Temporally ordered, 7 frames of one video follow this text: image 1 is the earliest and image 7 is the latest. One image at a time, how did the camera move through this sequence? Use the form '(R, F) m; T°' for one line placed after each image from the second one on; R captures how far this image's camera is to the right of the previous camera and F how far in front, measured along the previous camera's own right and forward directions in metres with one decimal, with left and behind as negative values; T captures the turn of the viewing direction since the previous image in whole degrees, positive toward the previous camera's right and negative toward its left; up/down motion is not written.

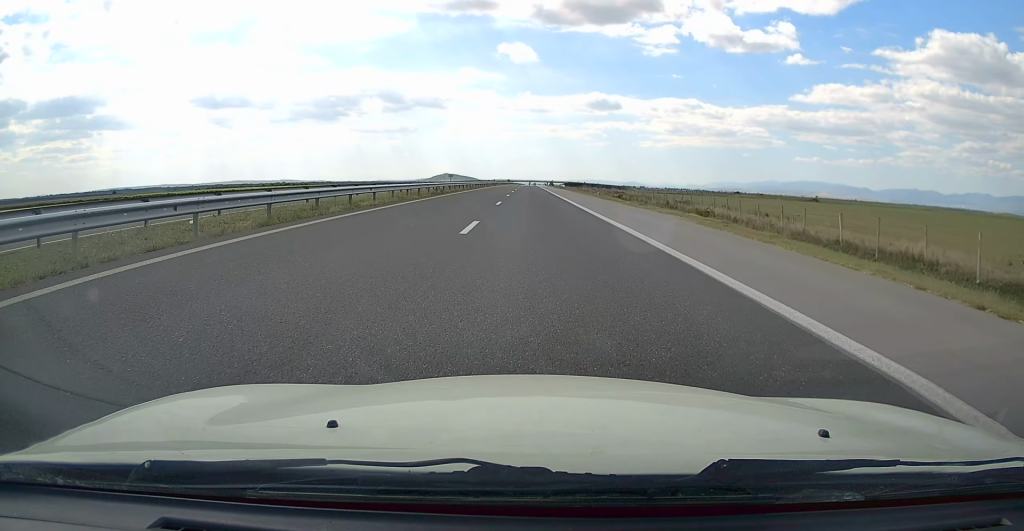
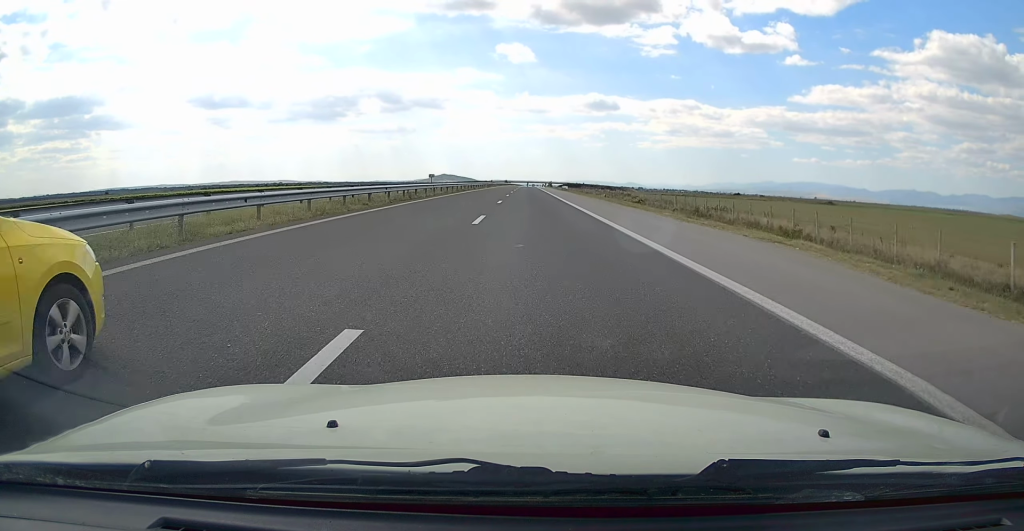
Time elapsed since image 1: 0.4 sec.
(0.0, +12.5) m; 0°
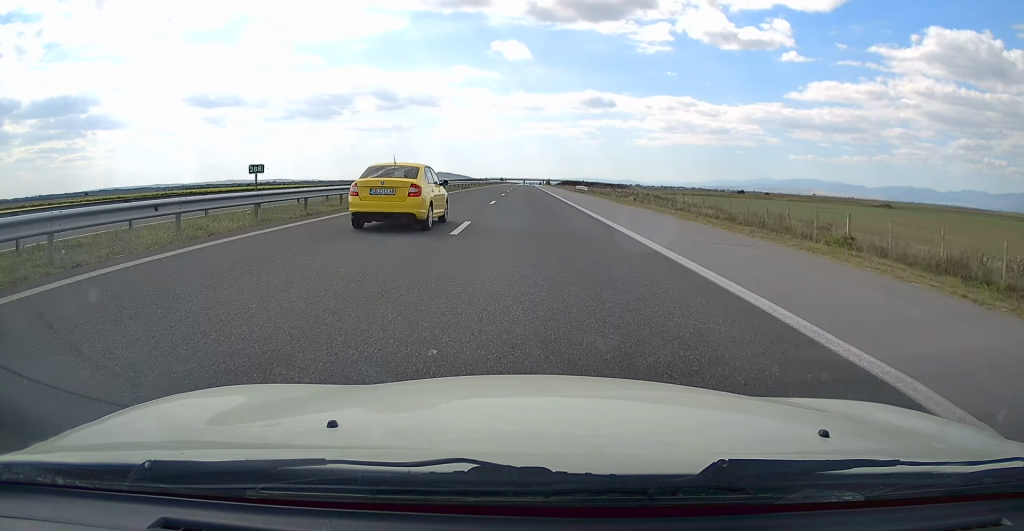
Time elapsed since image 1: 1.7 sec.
(0.0, +35.8) m; 0°
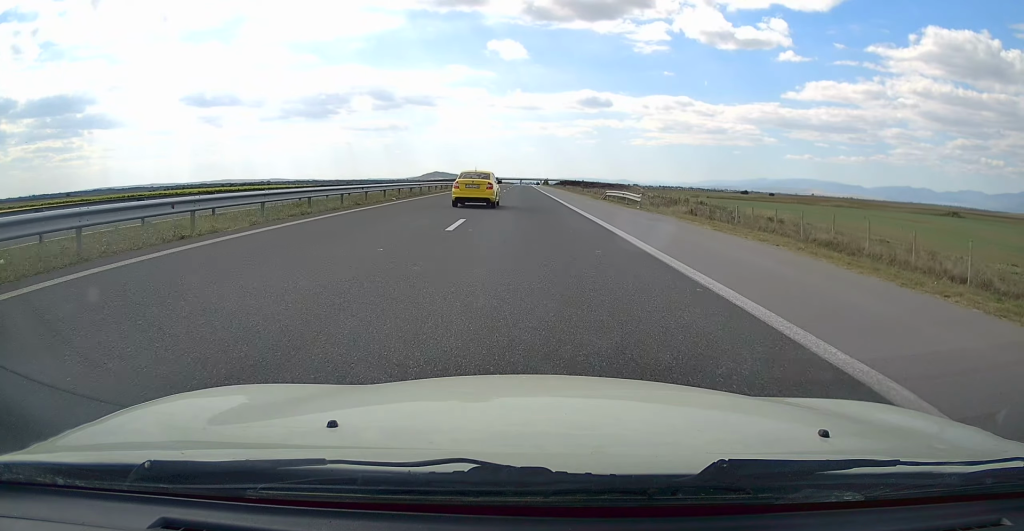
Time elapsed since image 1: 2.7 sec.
(+0.2, +30.9) m; +1°
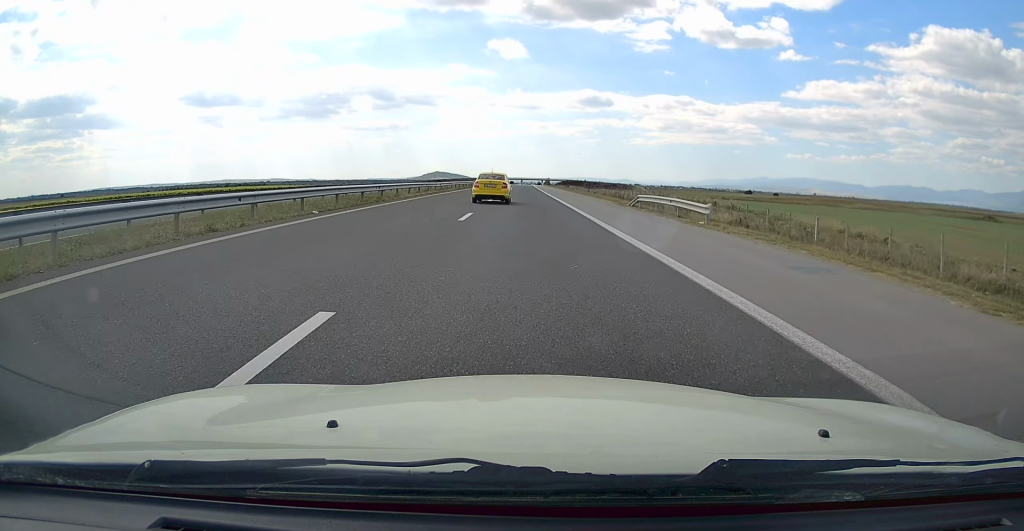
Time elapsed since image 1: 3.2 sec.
(+0.2, +12.6) m; 0°
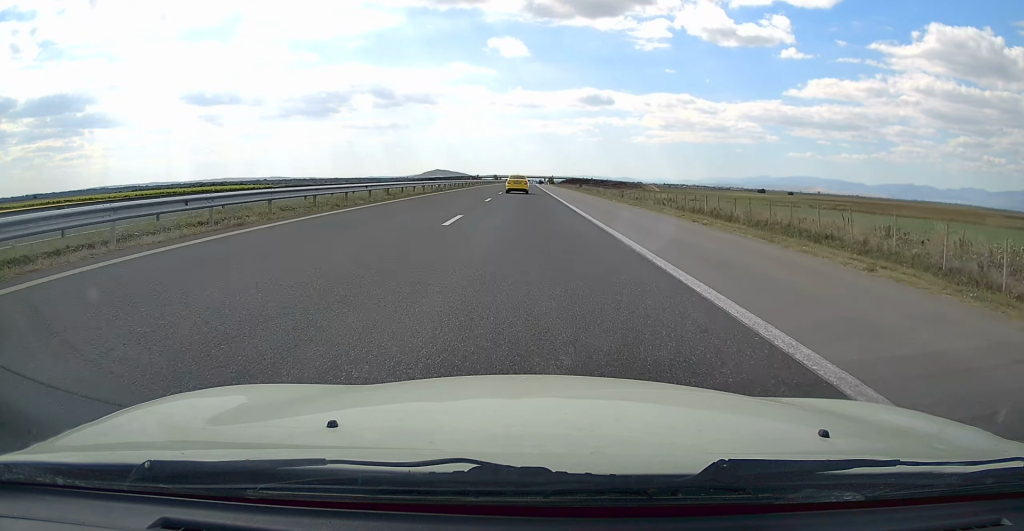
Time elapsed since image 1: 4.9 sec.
(-0.2, +50.4) m; 0°
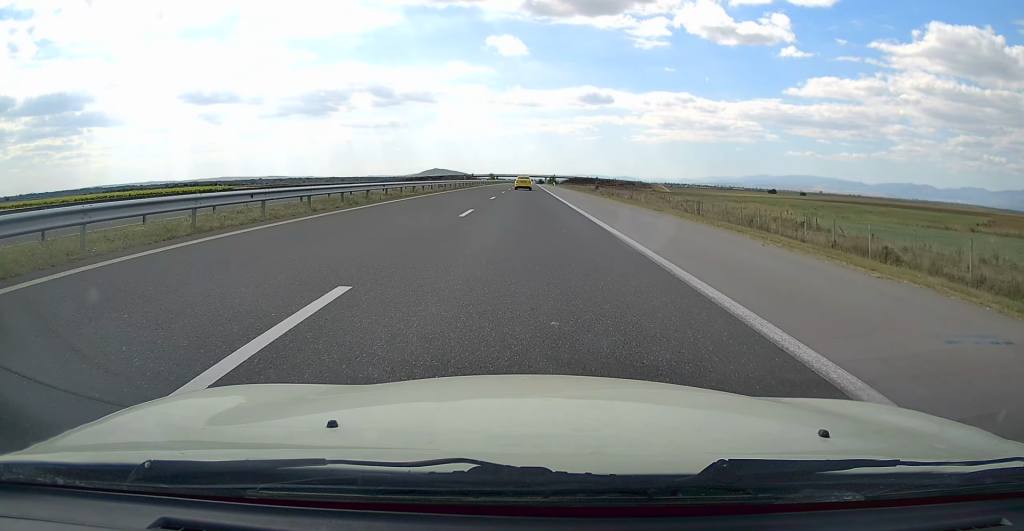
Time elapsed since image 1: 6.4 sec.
(-0.2, +44.5) m; 0°
